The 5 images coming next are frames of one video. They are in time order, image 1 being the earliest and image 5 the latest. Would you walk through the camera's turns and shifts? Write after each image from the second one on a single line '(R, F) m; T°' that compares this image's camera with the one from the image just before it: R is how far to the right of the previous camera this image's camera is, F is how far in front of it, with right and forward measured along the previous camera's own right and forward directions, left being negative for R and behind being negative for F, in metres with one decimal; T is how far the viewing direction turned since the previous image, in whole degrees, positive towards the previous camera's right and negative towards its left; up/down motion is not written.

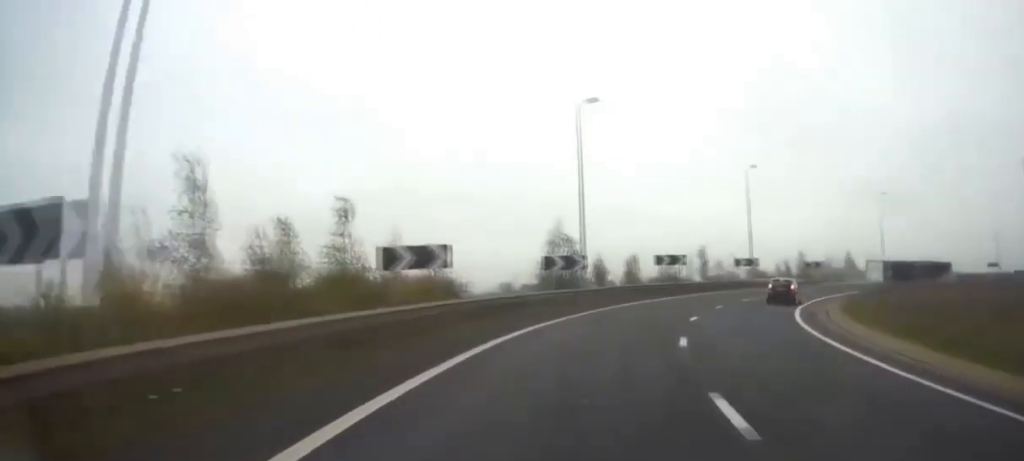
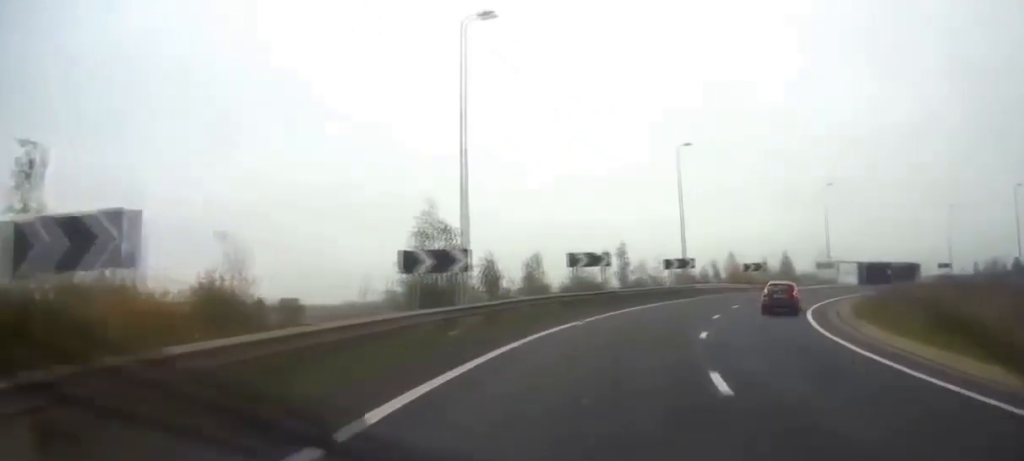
(+1.0, +13.6) m; +8°
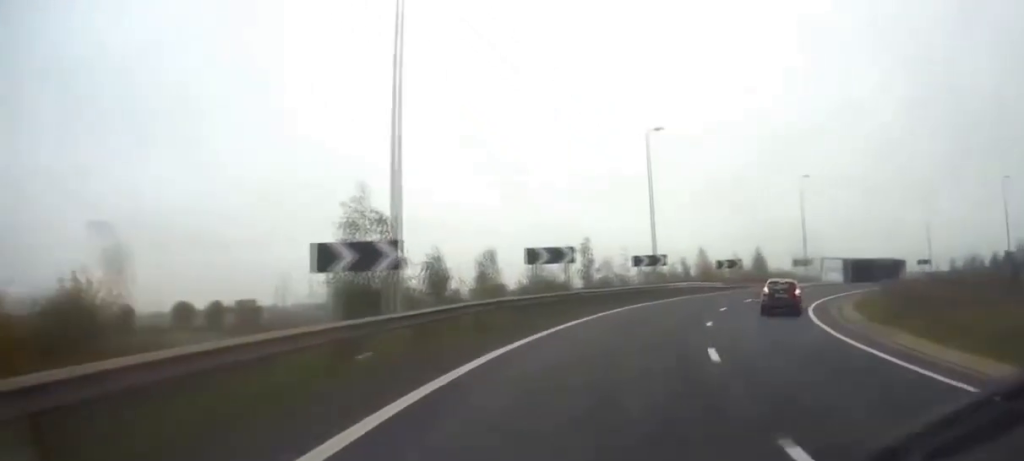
(0.0, +5.2) m; +3°
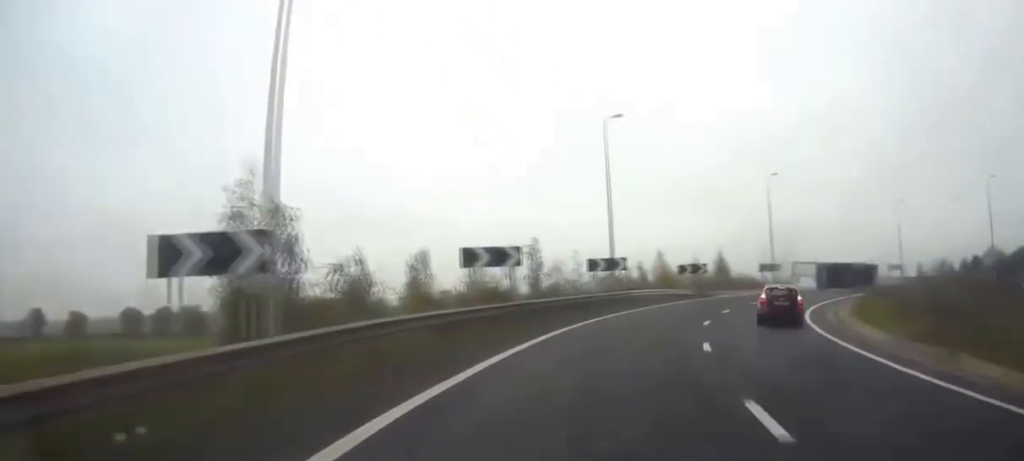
(+0.4, +5.5) m; +3°
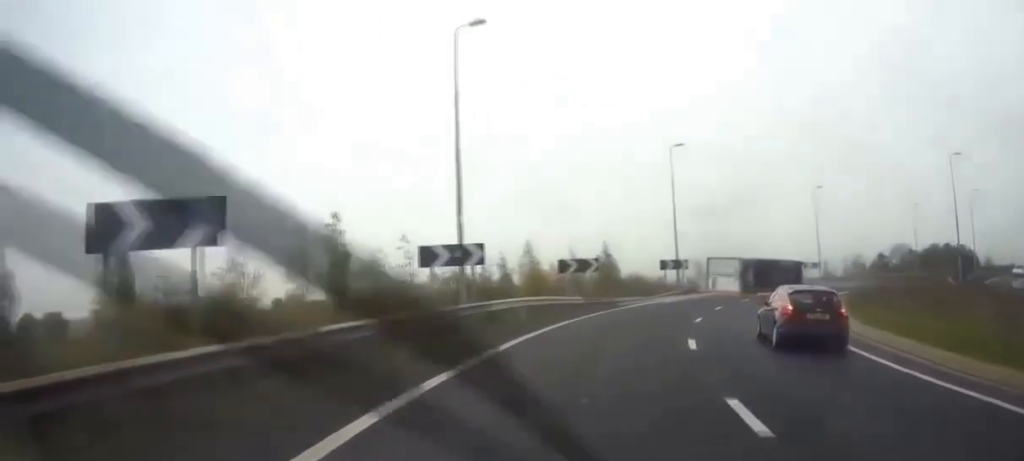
(+1.0, +15.9) m; +7°
